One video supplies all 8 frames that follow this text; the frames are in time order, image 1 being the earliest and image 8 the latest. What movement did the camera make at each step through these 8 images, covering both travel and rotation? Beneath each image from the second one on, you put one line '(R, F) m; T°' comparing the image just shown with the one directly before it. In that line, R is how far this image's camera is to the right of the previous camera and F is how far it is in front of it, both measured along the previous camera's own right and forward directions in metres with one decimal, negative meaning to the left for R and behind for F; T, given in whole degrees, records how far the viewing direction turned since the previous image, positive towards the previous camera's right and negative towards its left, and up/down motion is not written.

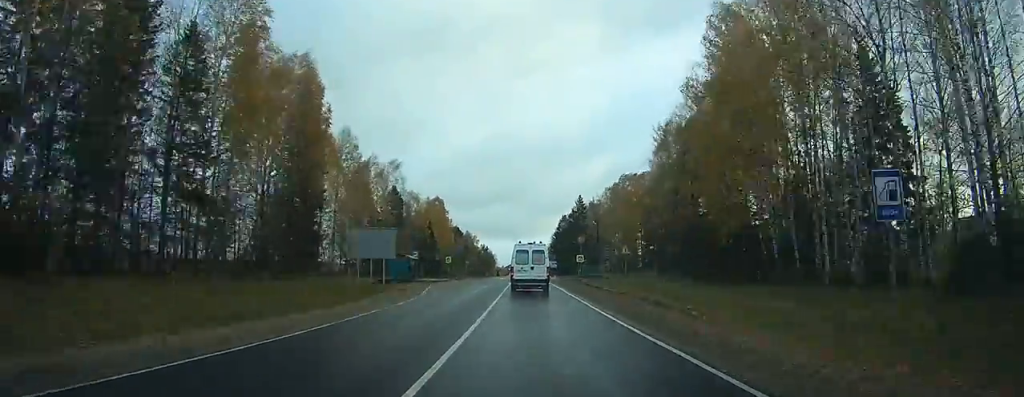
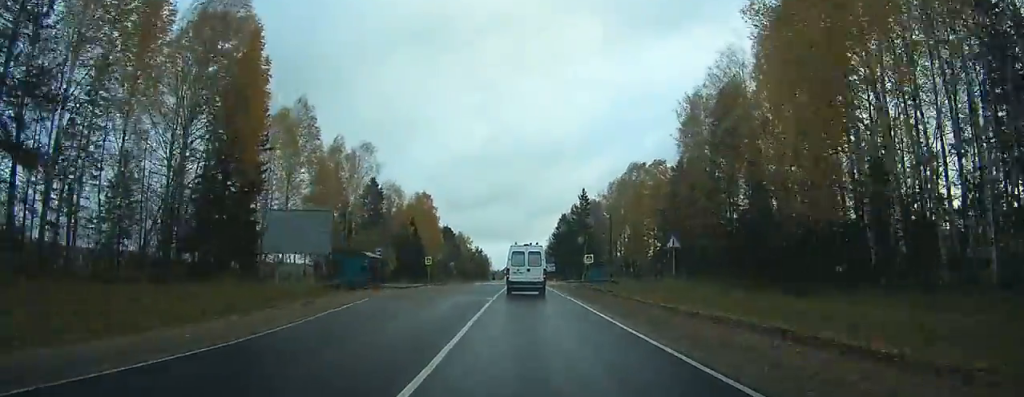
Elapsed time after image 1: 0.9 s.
(0.0, +15.9) m; 0°
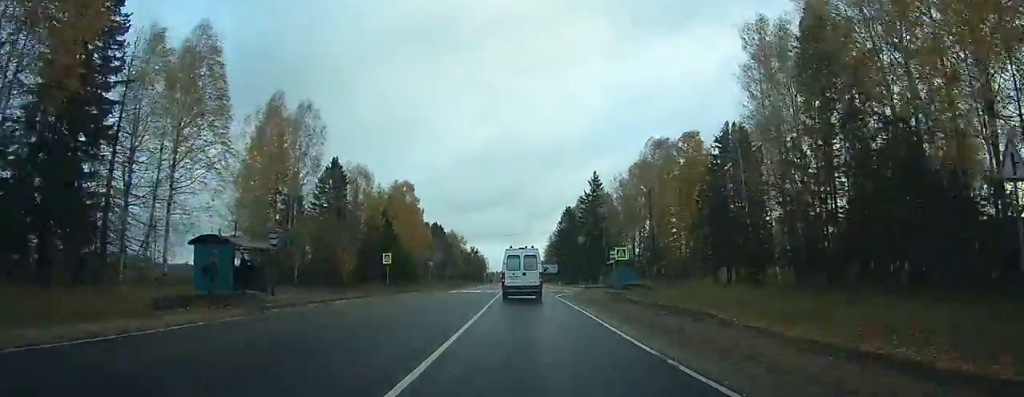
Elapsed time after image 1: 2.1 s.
(0.0, +23.0) m; 0°
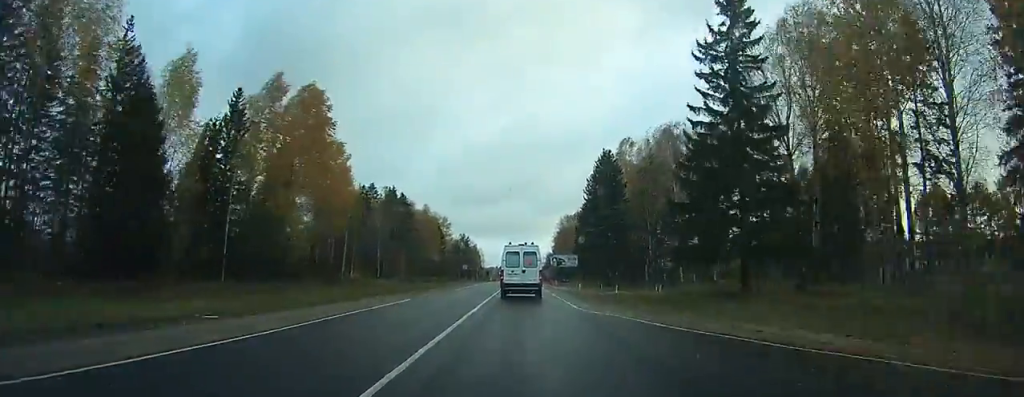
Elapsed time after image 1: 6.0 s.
(-0.2, +68.3) m; -1°
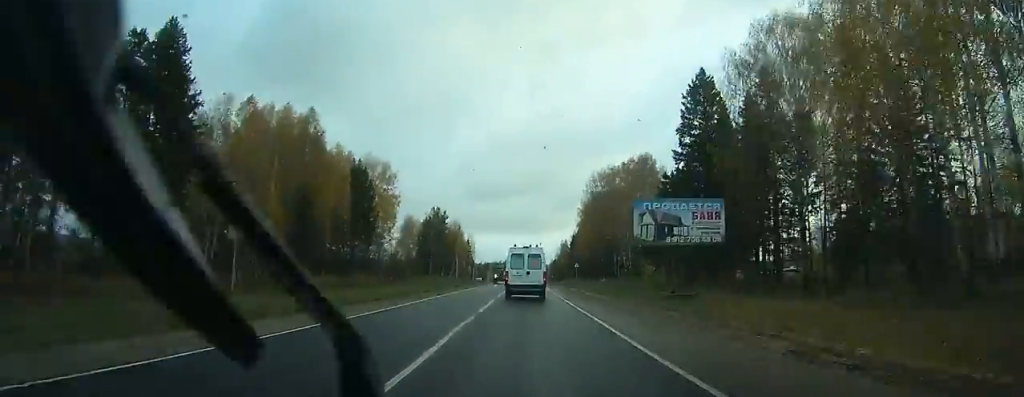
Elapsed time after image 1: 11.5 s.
(-0.5, +95.8) m; 0°
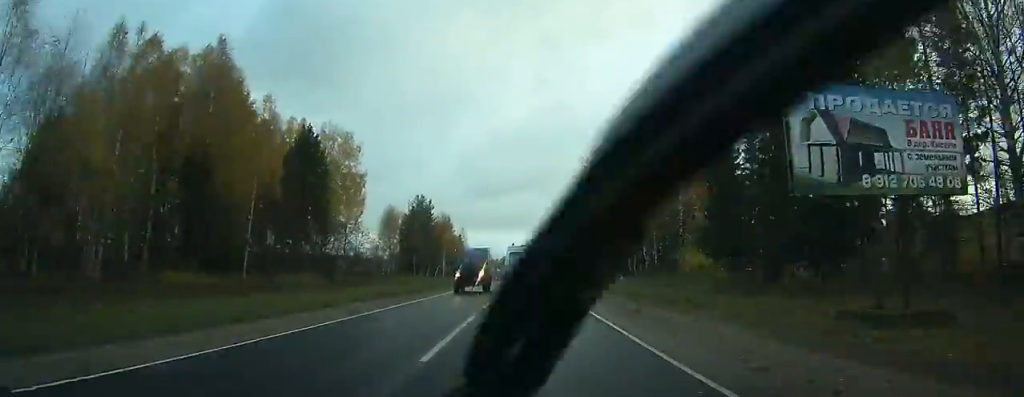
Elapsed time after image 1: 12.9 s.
(0.0, +23.1) m; 0°
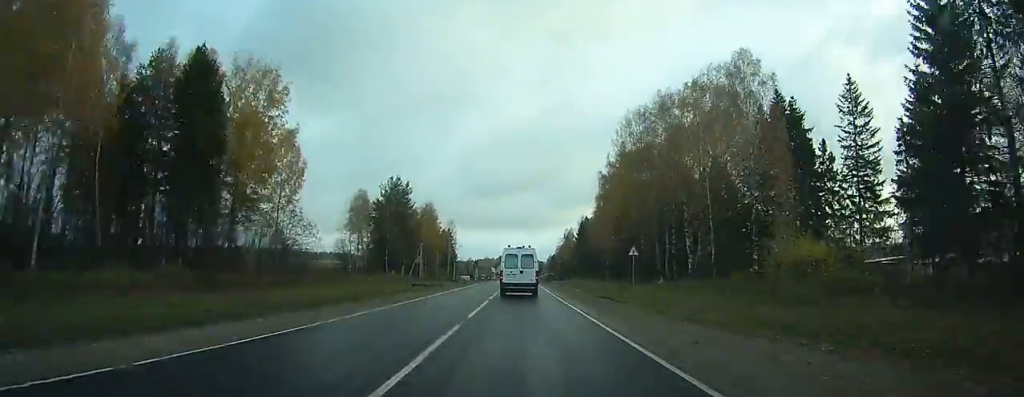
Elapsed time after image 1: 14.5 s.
(+0.2, +27.8) m; 0°
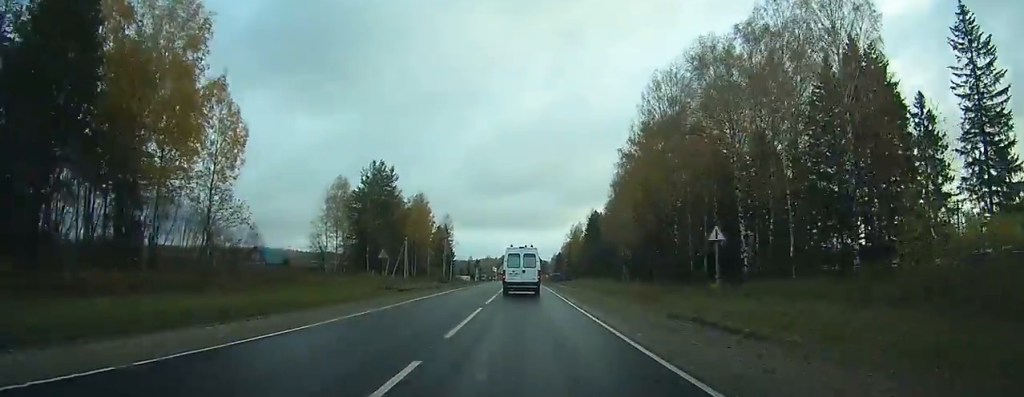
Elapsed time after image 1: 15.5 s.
(0.0, +17.7) m; 0°
